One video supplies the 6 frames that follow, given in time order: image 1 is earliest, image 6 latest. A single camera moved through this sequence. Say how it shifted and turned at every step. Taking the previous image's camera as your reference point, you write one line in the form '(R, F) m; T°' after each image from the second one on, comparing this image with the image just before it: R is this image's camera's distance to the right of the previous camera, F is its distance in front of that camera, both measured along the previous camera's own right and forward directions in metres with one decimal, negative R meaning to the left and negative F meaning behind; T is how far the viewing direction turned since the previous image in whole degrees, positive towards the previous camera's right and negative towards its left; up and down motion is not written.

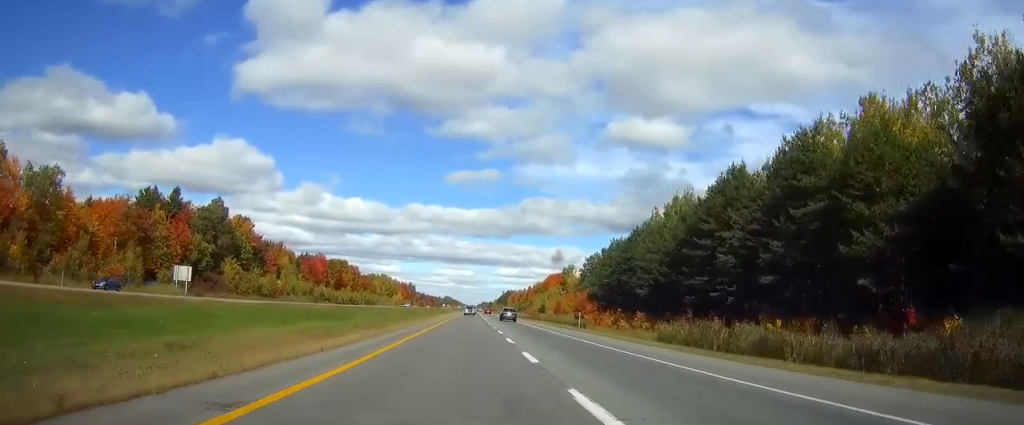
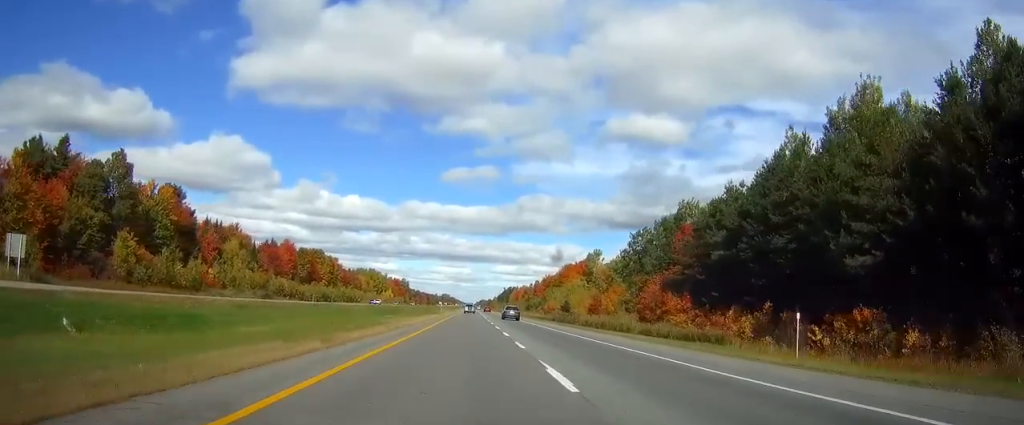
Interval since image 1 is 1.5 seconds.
(0.0, +50.4) m; 0°
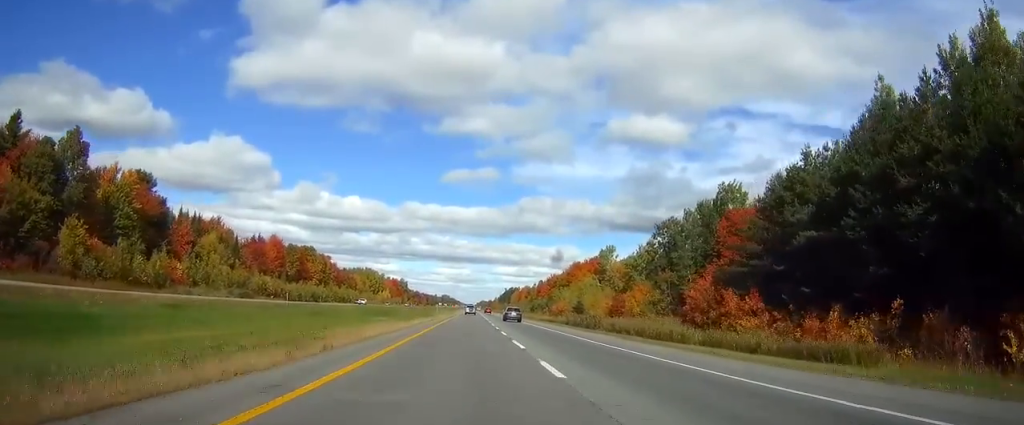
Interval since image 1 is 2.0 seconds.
(0.0, +16.4) m; 0°
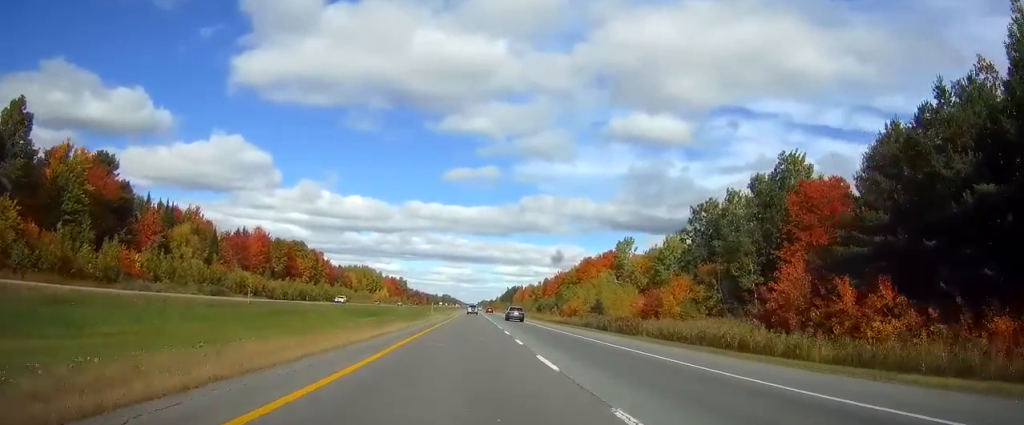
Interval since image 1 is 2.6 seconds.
(0.0, +17.5) m; 0°
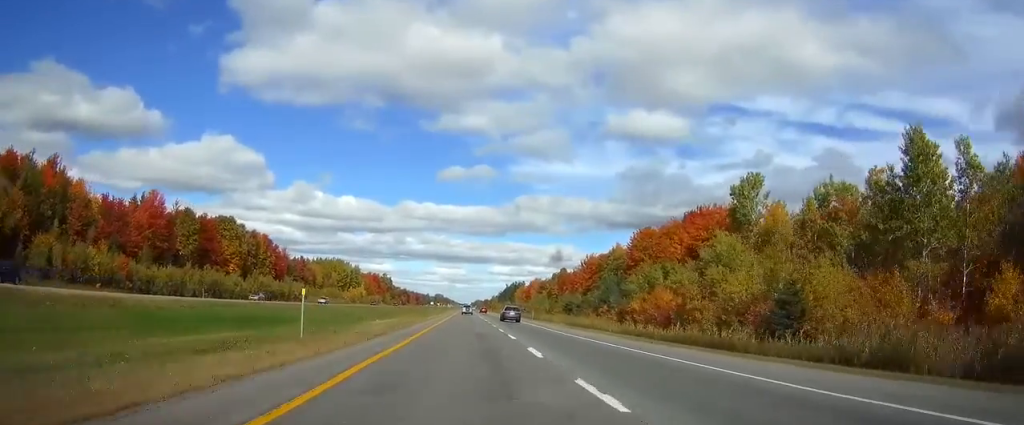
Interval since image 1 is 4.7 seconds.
(0.0, +69.2) m; 0°
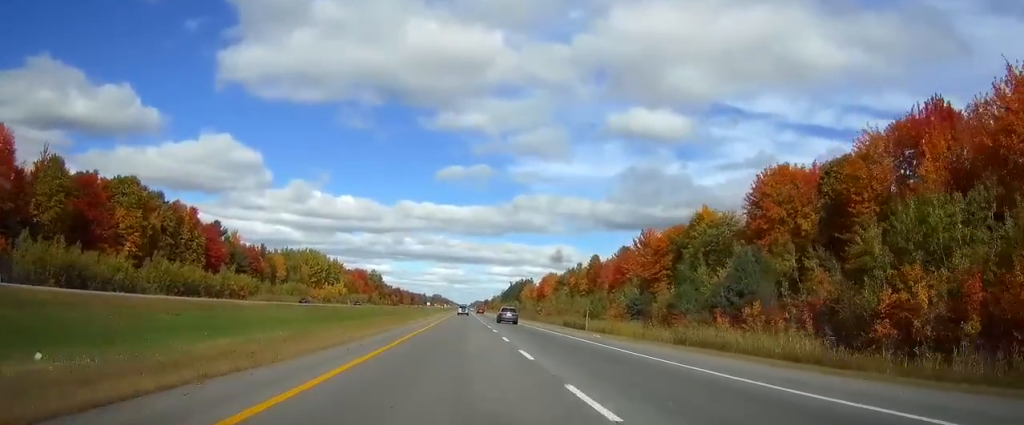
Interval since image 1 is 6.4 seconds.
(0.0, +56.1) m; 0°
